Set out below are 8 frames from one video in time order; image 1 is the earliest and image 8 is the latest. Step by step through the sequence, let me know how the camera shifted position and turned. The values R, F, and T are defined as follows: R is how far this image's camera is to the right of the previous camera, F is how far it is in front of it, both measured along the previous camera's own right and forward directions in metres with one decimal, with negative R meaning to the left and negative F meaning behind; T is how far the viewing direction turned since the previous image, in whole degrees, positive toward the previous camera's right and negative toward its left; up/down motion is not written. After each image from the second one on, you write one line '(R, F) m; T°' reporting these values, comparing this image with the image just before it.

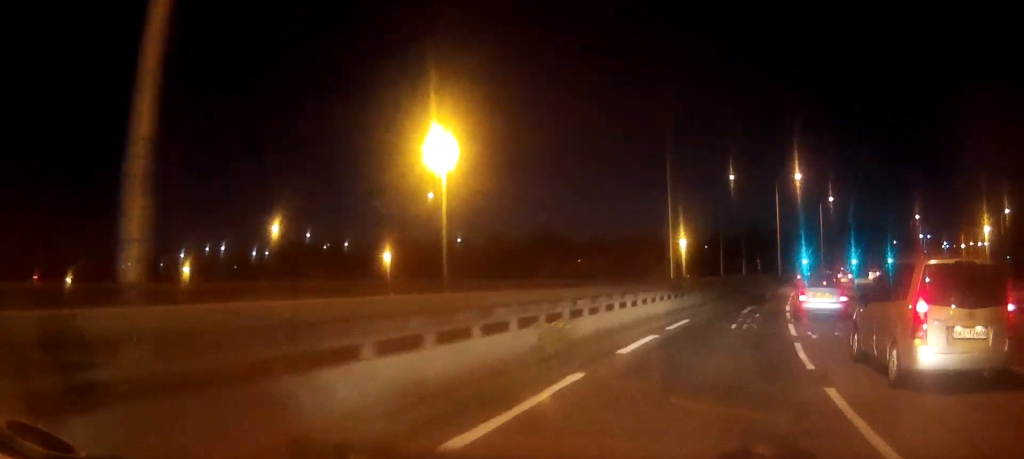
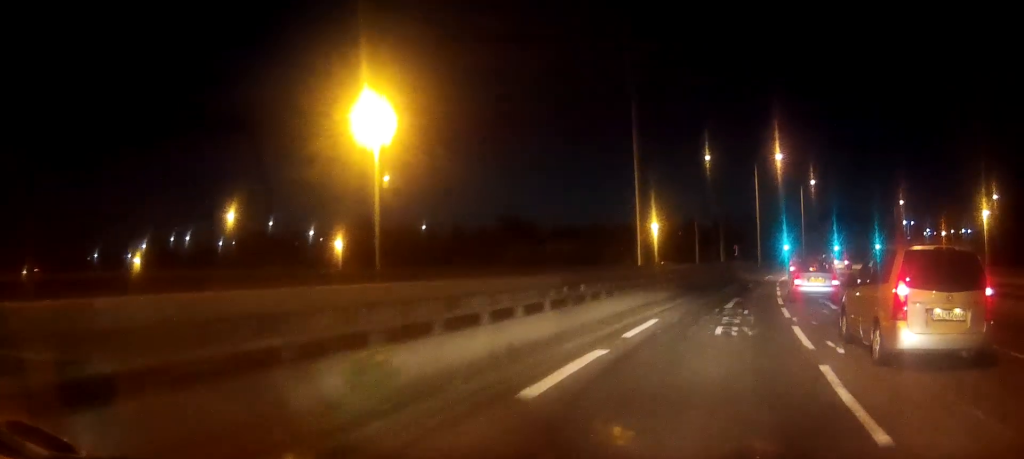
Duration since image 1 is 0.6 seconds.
(+0.1, +5.4) m; +2°
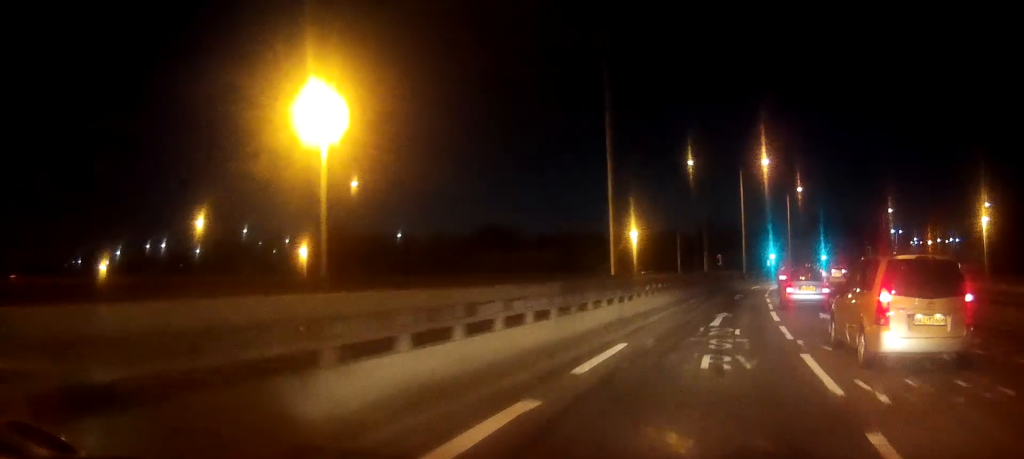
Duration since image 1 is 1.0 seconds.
(+0.1, +3.6) m; +2°
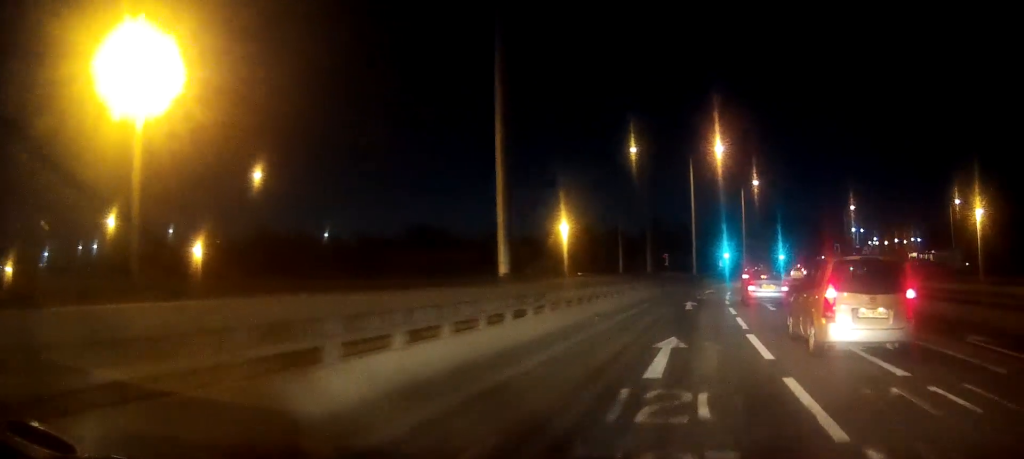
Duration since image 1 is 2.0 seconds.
(+0.3, +8.9) m; +4°
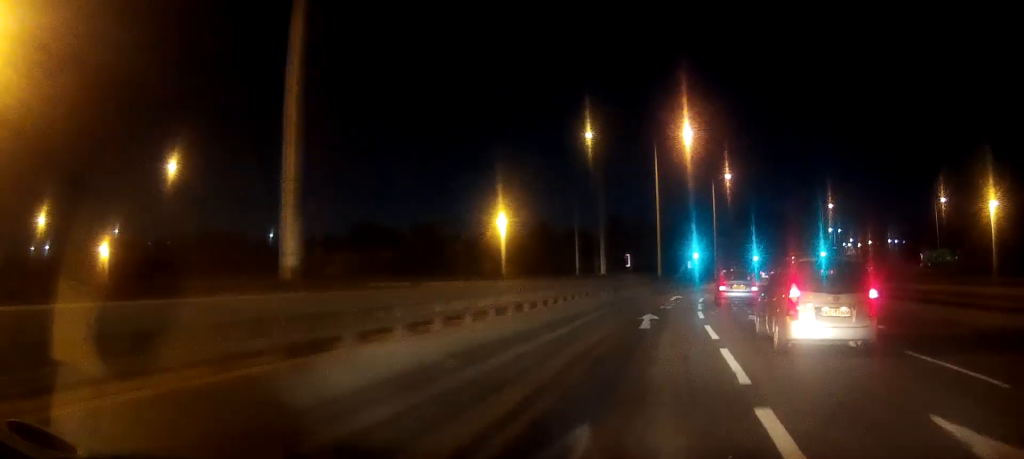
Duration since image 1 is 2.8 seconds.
(+0.3, +8.1) m; +3°
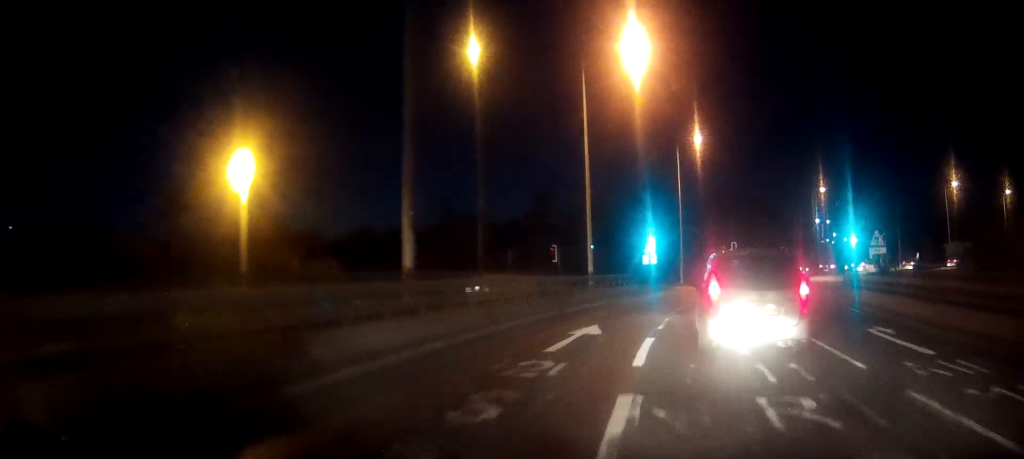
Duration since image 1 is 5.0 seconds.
(+0.5, +22.5) m; +1°
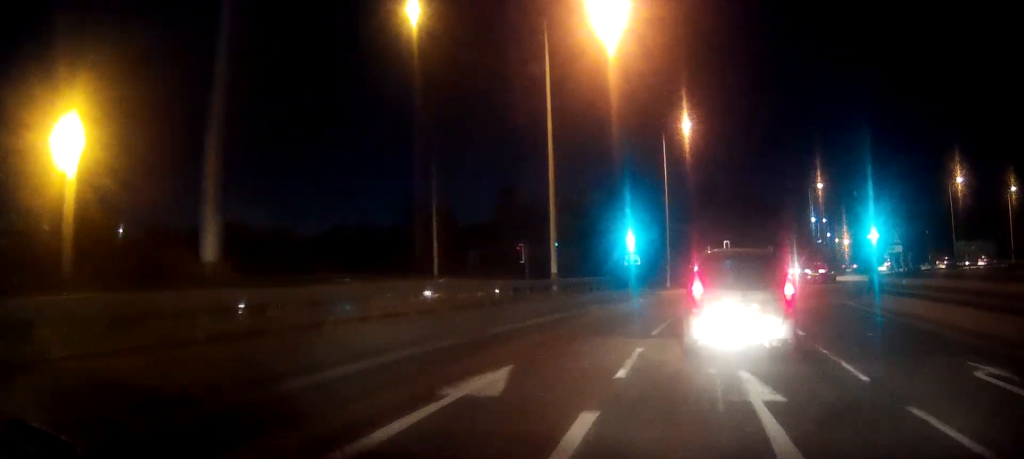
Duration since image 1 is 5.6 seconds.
(0.0, +6.9) m; +1°
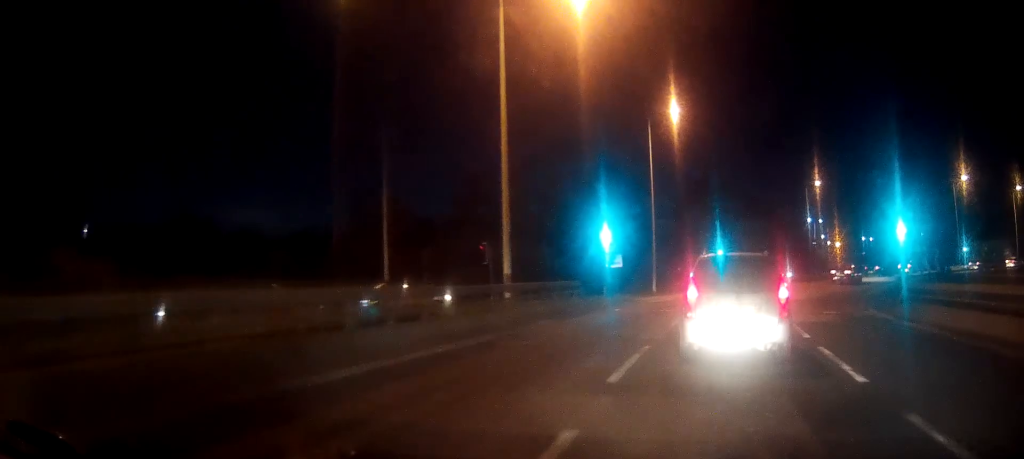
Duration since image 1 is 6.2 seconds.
(-0.1, +6.0) m; +2°
